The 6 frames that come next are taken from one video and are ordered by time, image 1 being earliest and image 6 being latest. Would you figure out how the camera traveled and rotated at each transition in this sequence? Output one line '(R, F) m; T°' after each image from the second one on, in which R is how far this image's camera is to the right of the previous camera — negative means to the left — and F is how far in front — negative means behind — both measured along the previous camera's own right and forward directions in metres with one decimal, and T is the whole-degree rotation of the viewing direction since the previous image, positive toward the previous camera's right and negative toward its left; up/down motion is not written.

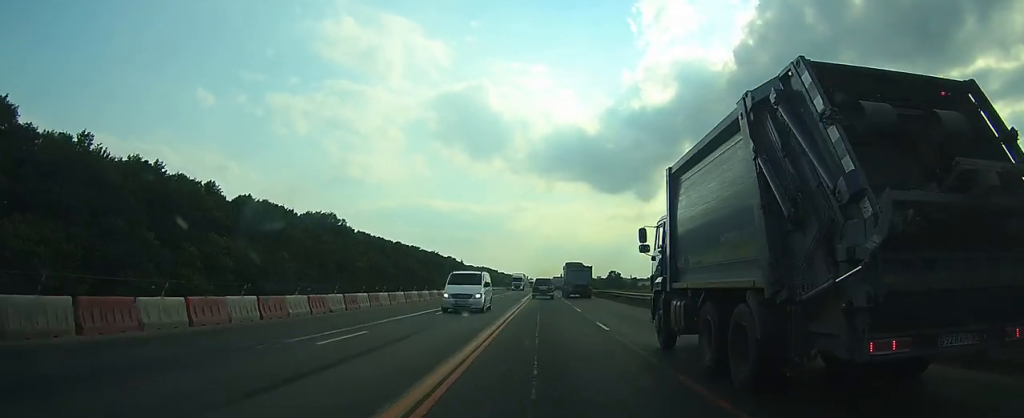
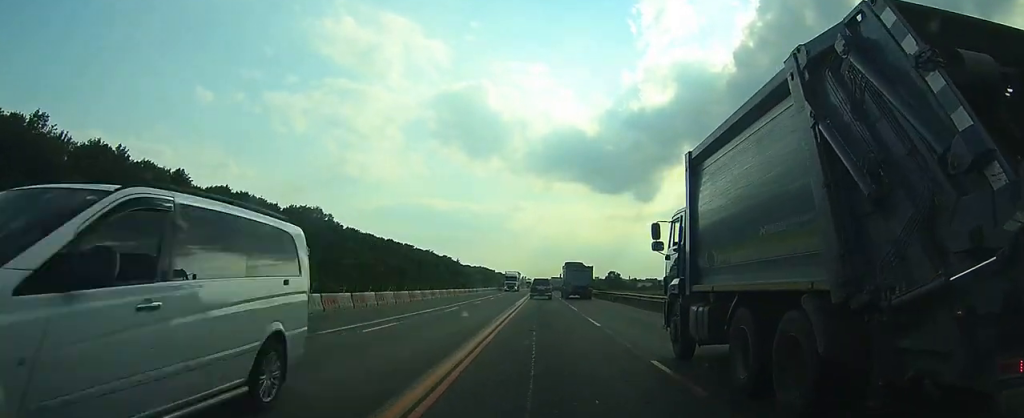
(0.0, +9.7) m; 0°
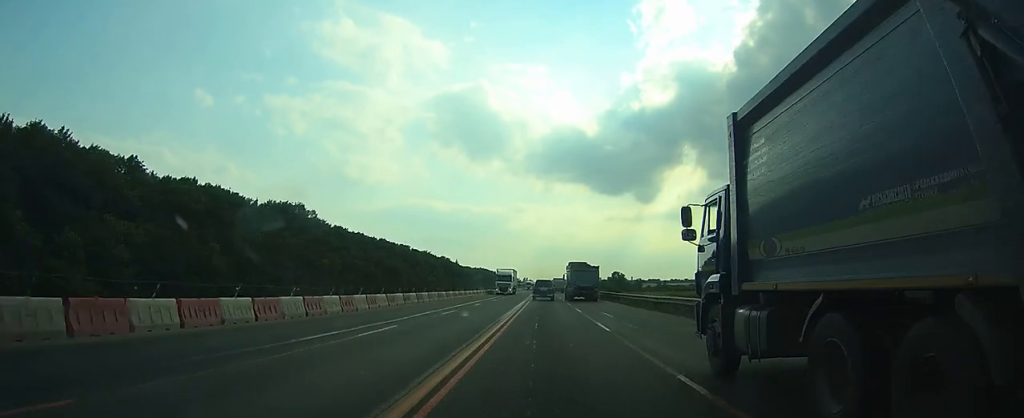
(0.0, +13.2) m; 0°
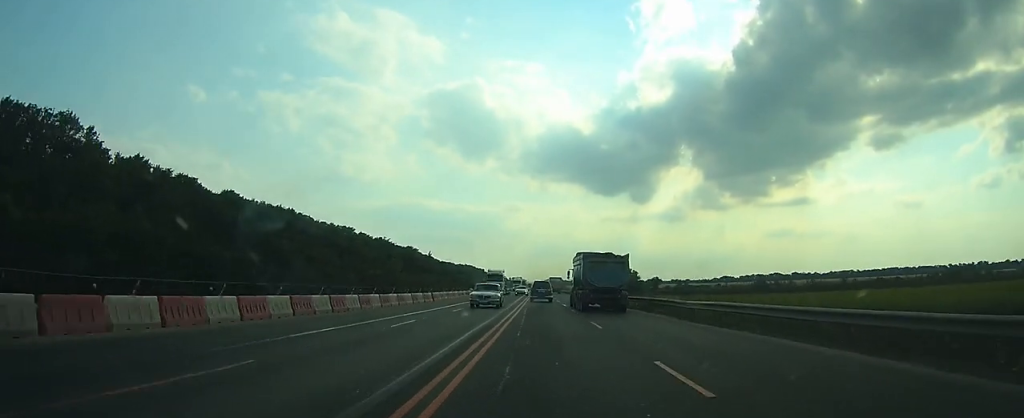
(+0.5, +81.4) m; 0°
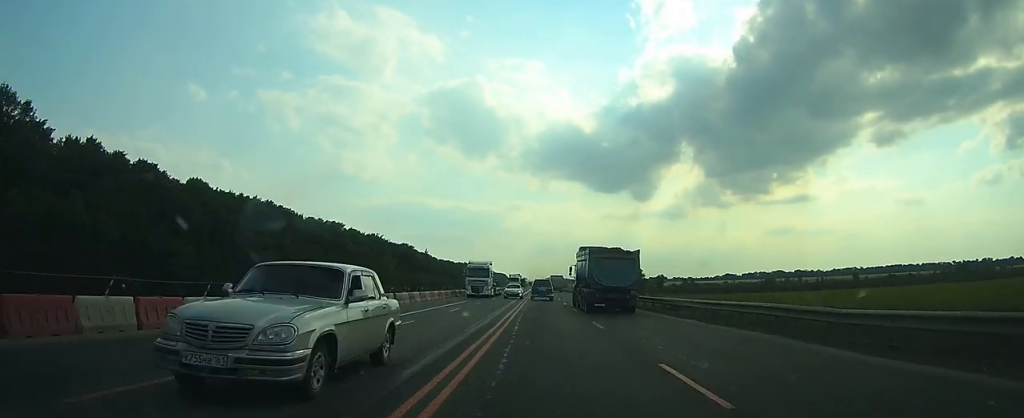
(0.0, +12.5) m; 0°
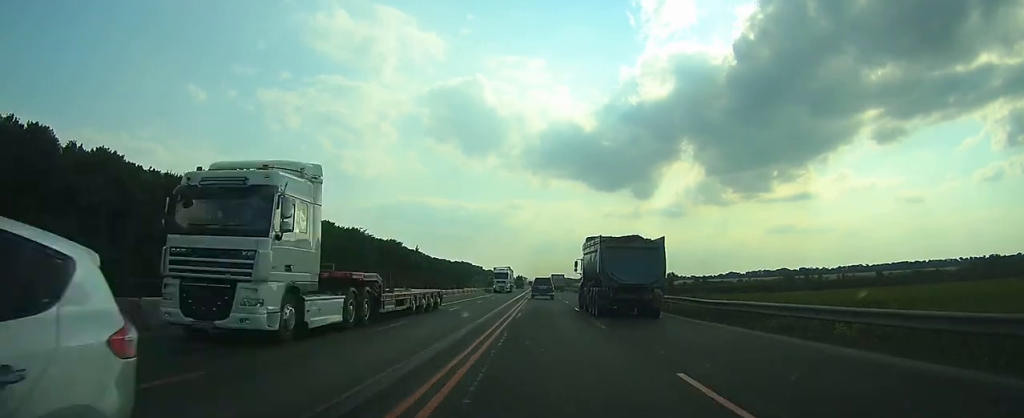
(0.0, +25.0) m; 0°
